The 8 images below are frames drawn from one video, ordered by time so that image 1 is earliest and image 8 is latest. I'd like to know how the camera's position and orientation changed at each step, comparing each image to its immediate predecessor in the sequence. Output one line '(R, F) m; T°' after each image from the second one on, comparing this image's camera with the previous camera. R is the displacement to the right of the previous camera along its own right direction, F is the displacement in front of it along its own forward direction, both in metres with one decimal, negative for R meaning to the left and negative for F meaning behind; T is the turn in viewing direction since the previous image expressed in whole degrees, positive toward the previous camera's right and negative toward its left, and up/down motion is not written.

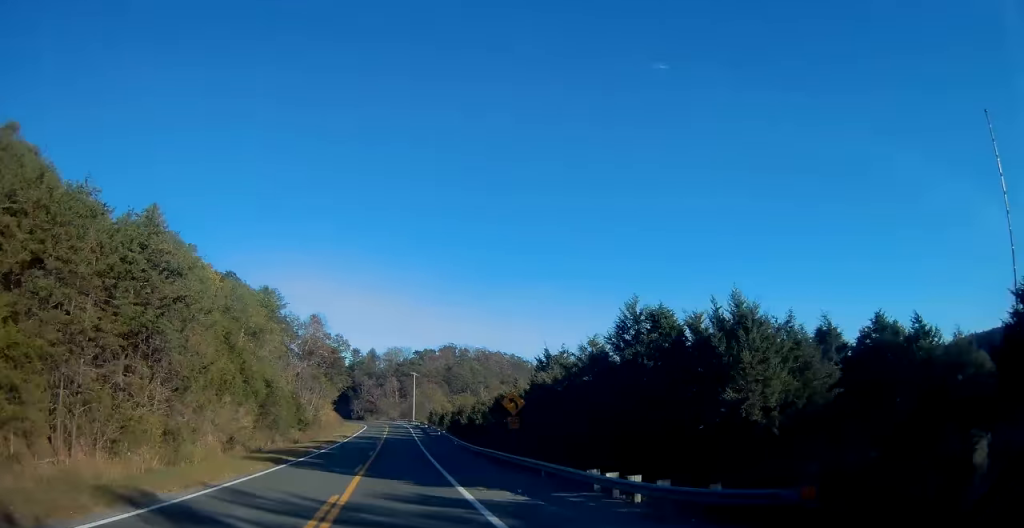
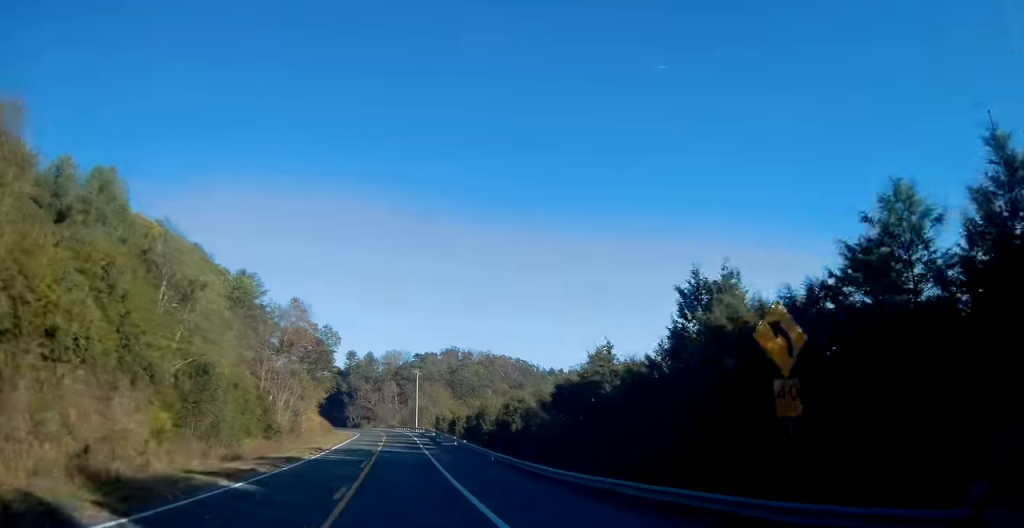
(+0.1, +20.8) m; 0°
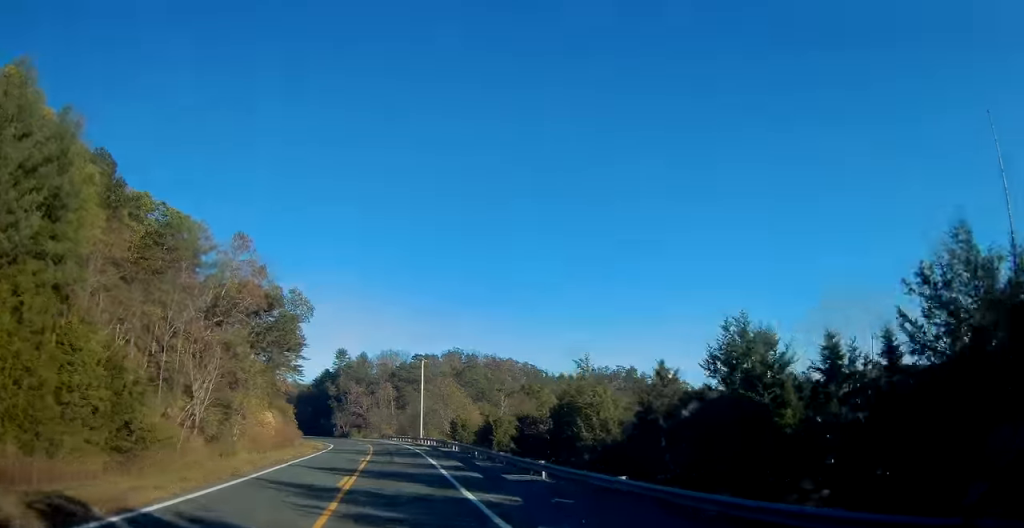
(0.0, +33.5) m; 0°
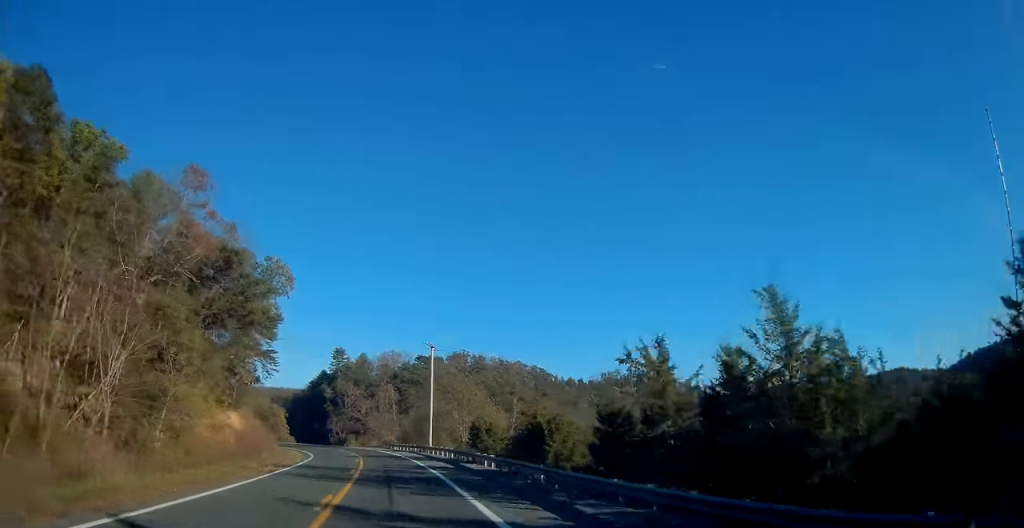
(+0.2, +17.2) m; 0°
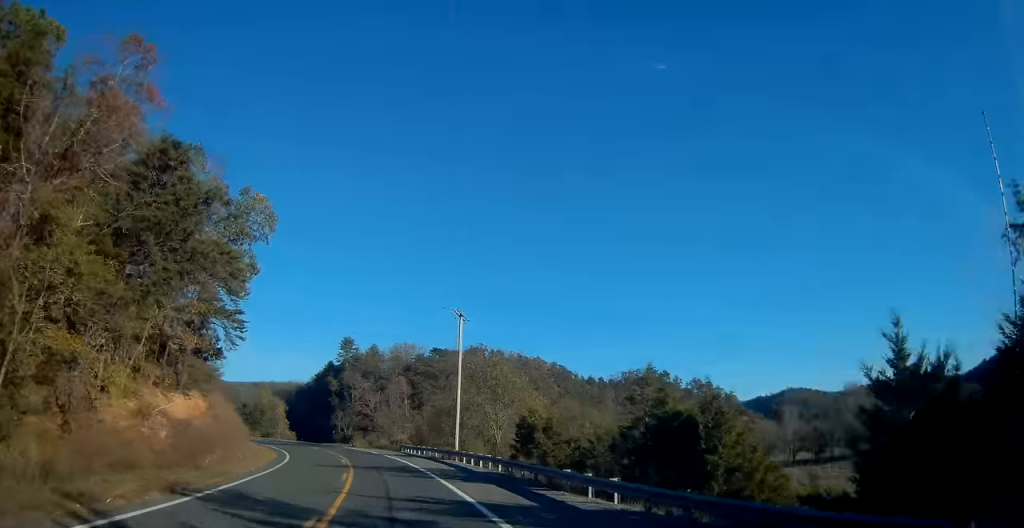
(-0.3, +16.3) m; -1°
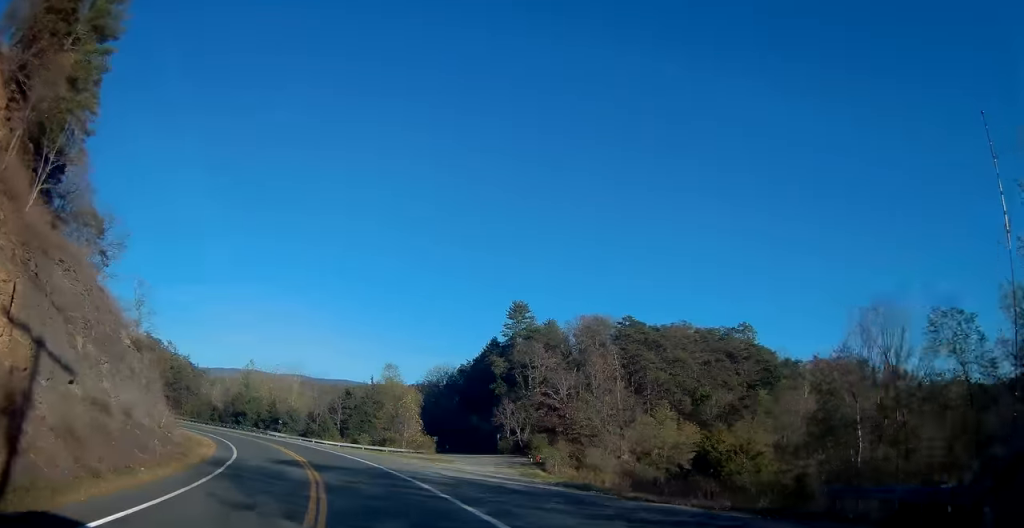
(-5.5, +56.3) m; -15°
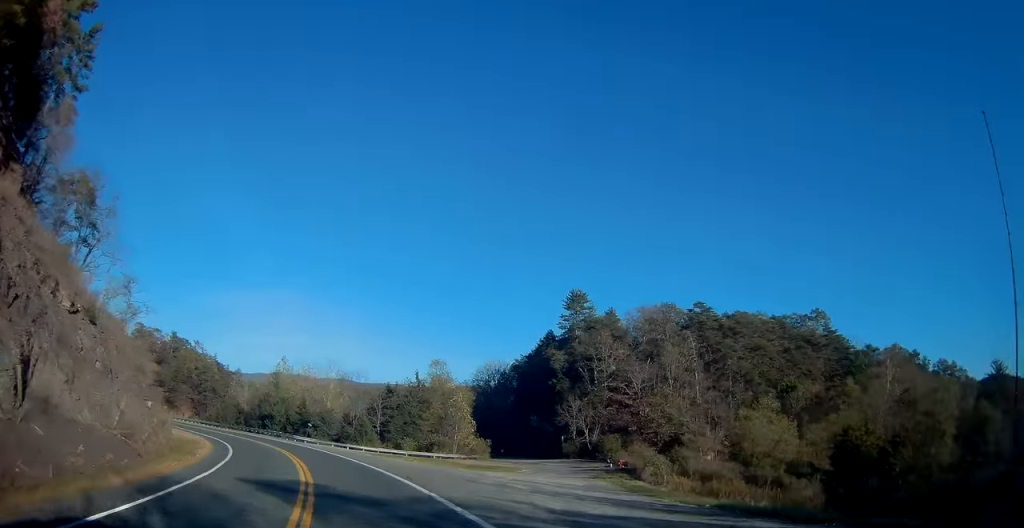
(-0.4, +11.4) m; -5°
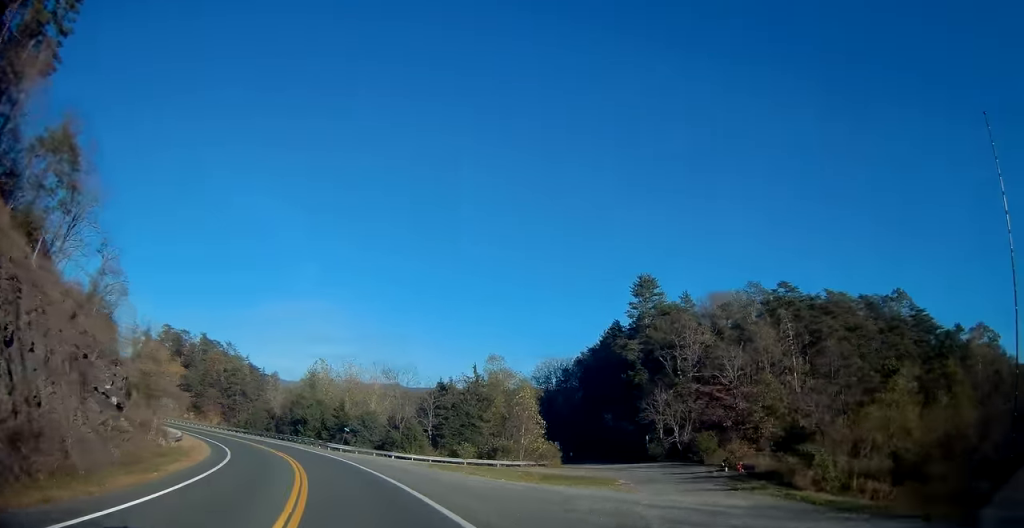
(-0.7, +11.9) m; -5°
